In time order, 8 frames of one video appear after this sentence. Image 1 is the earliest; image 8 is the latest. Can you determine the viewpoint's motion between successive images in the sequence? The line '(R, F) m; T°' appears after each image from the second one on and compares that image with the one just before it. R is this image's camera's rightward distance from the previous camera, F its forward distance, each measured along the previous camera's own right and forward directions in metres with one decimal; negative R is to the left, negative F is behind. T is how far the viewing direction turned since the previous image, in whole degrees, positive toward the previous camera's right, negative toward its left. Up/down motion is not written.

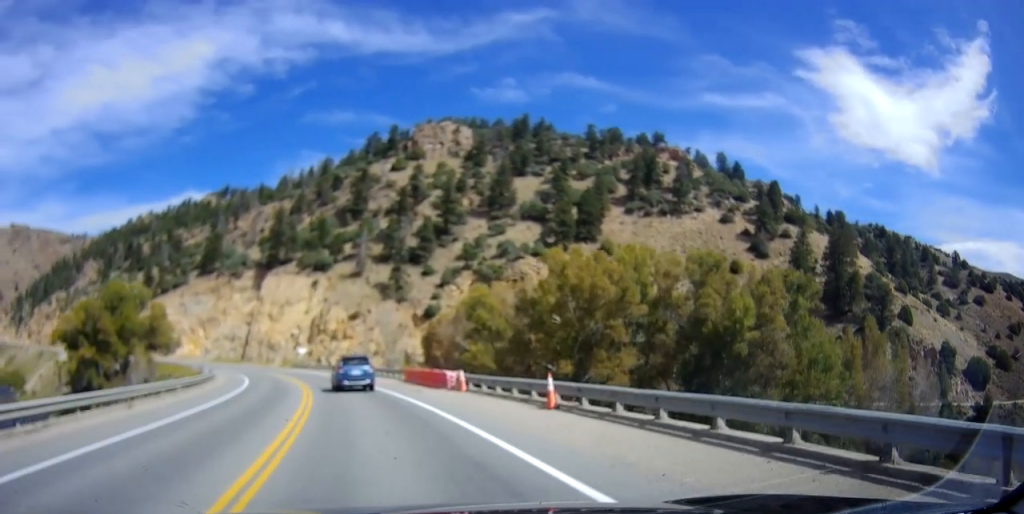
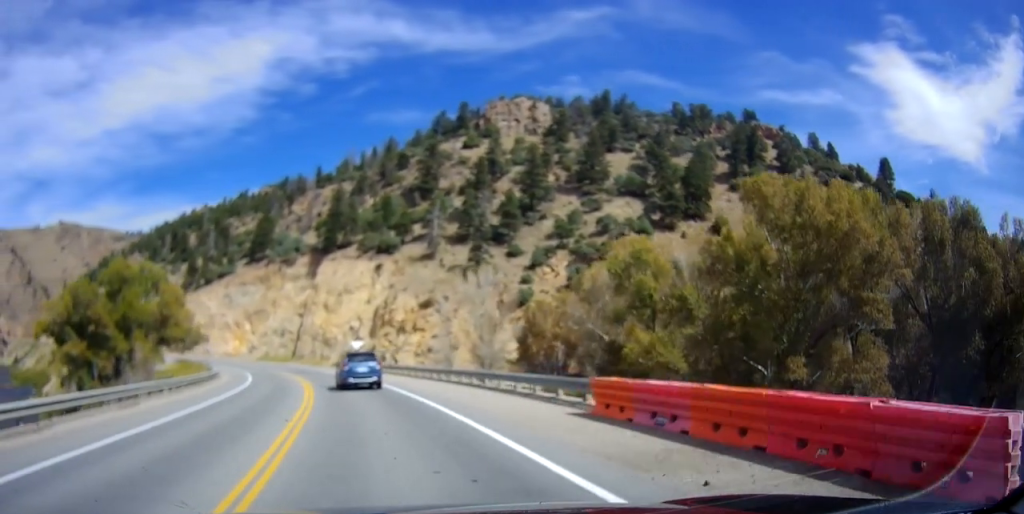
(-1.4, +24.0) m; -9°
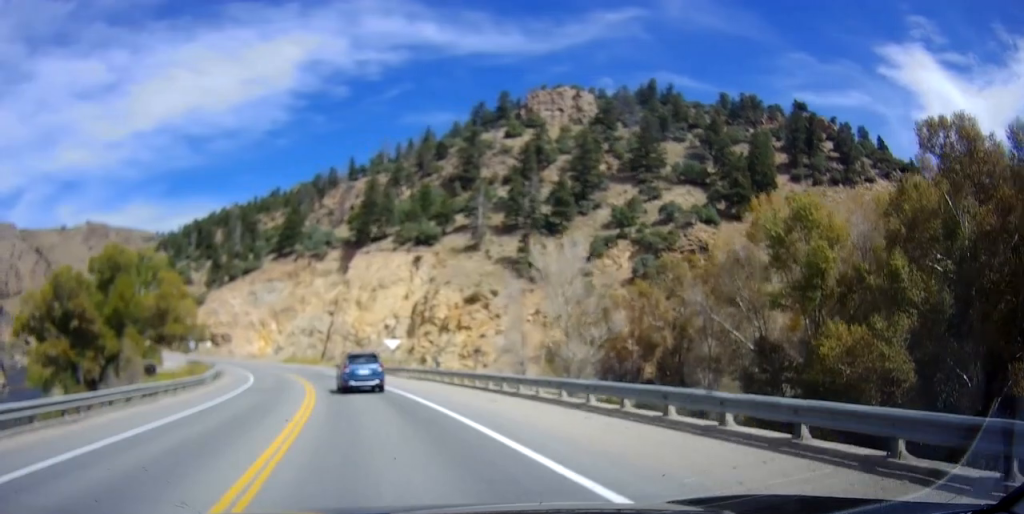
(-0.6, +13.2) m; -2°
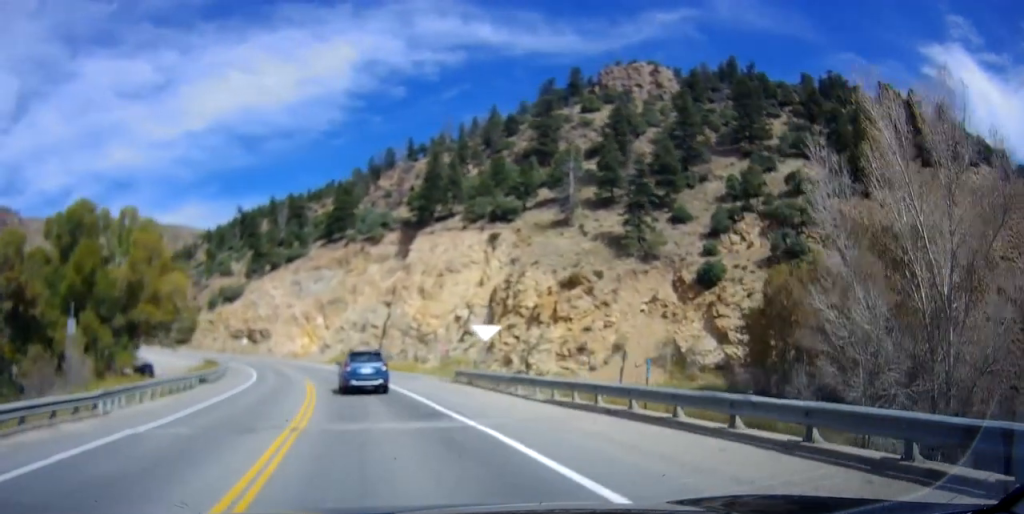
(-0.4, +23.0) m; -4°
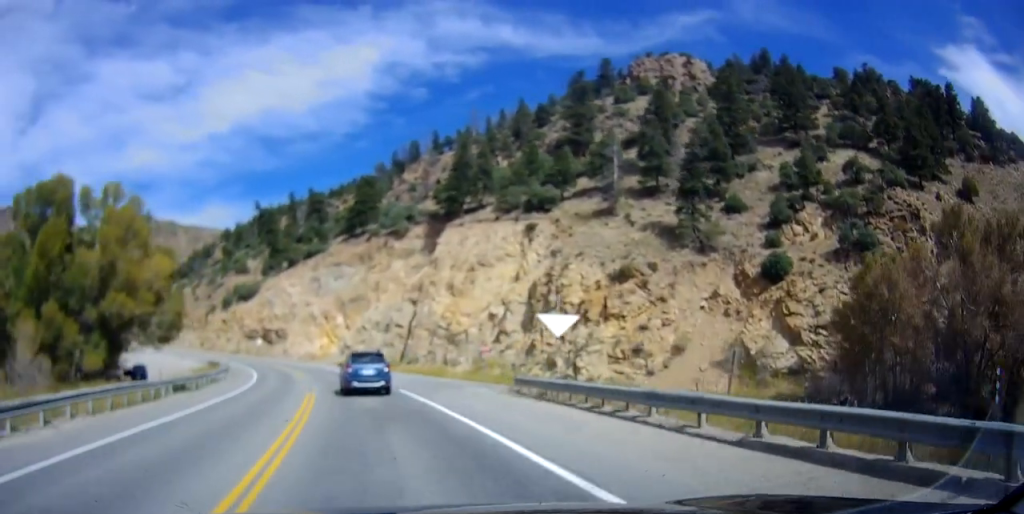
(-0.5, +9.6) m; -3°
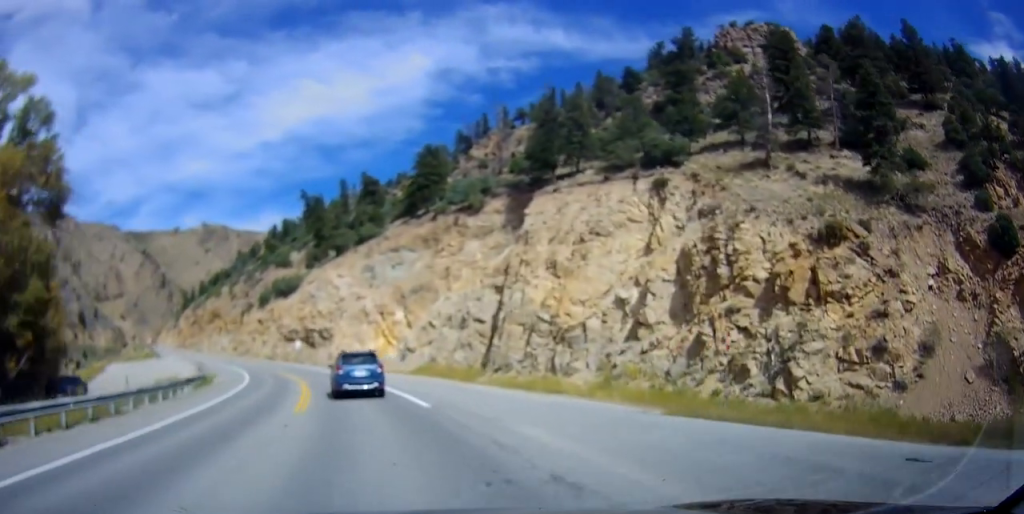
(-1.8, +27.1) m; -6°
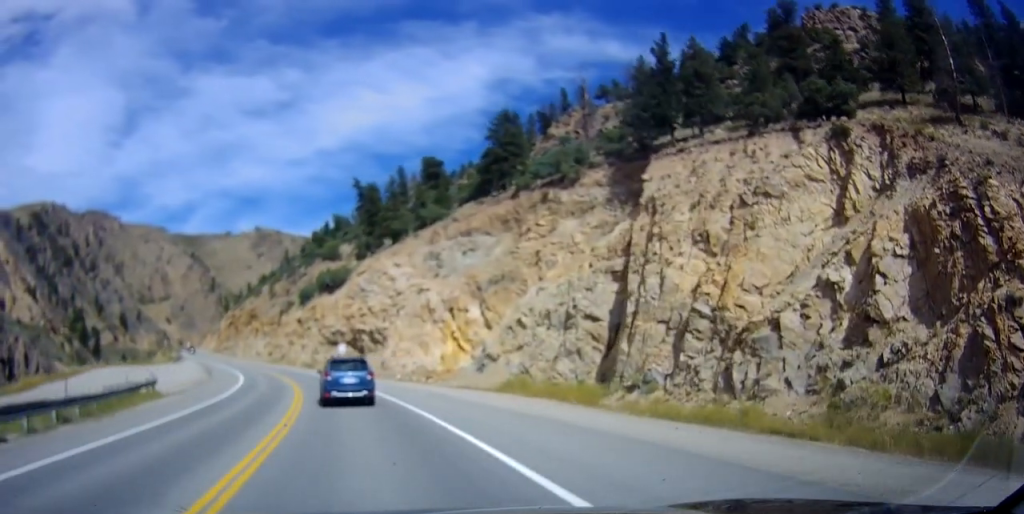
(-0.8, +22.8) m; -5°
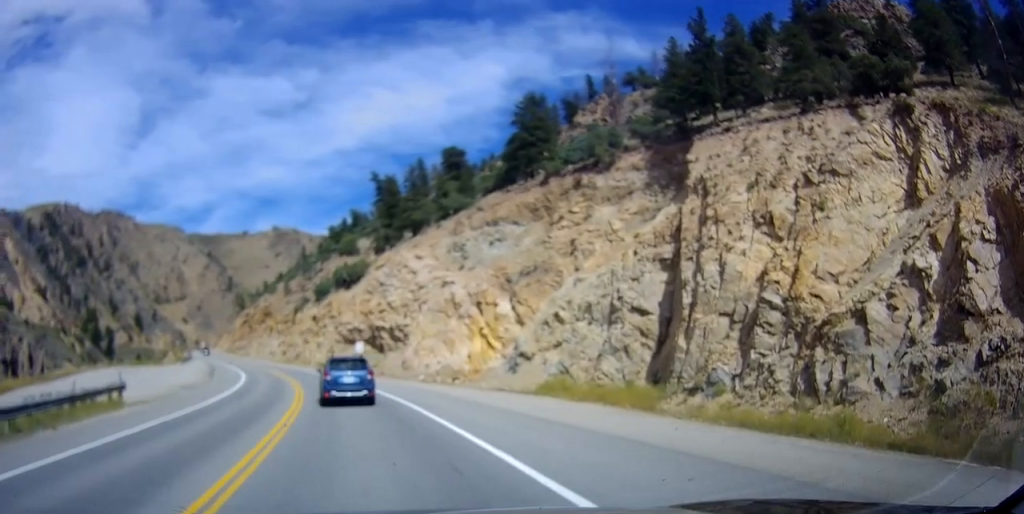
(-0.1, +6.7) m; -2°
